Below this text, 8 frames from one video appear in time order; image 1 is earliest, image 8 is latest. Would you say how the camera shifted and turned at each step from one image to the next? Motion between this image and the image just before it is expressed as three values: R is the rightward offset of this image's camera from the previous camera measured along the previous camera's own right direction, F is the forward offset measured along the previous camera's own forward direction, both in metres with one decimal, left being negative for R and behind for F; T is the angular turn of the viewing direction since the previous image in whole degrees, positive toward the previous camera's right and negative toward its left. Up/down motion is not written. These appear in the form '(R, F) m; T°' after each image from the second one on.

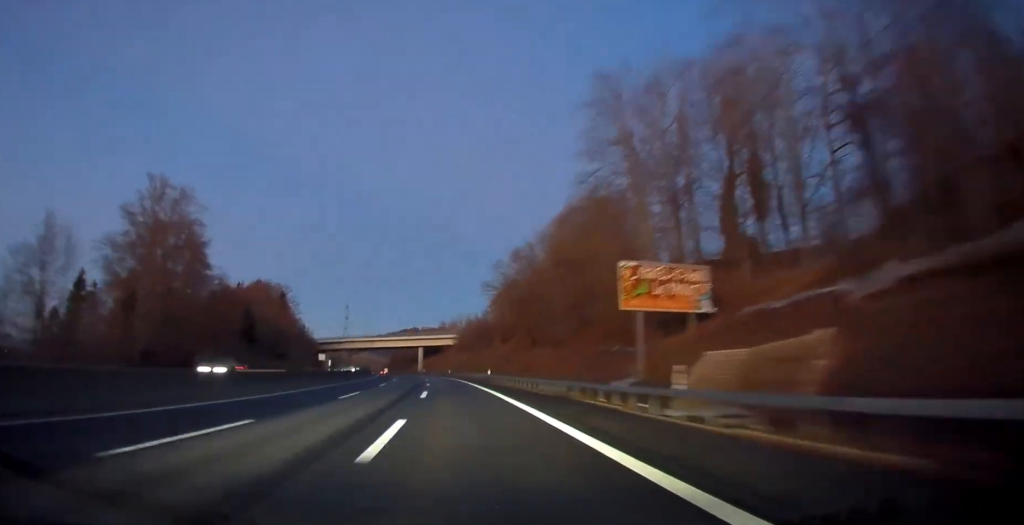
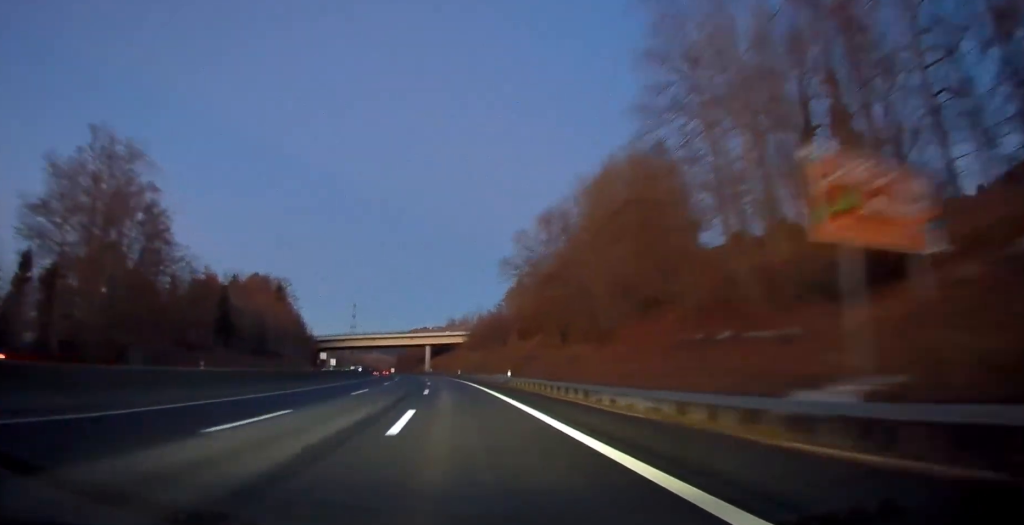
(-0.1, +15.1) m; -1°
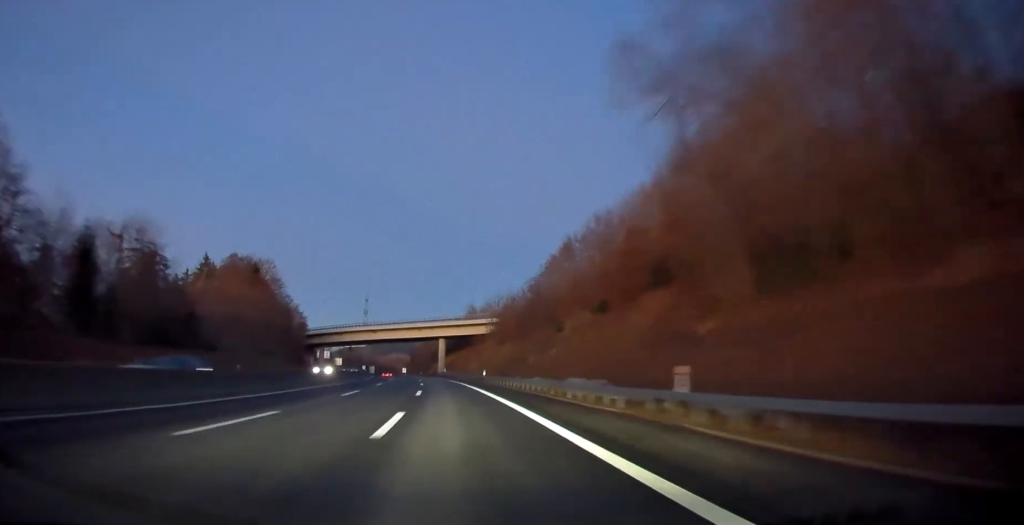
(-0.8, +36.7) m; -2°
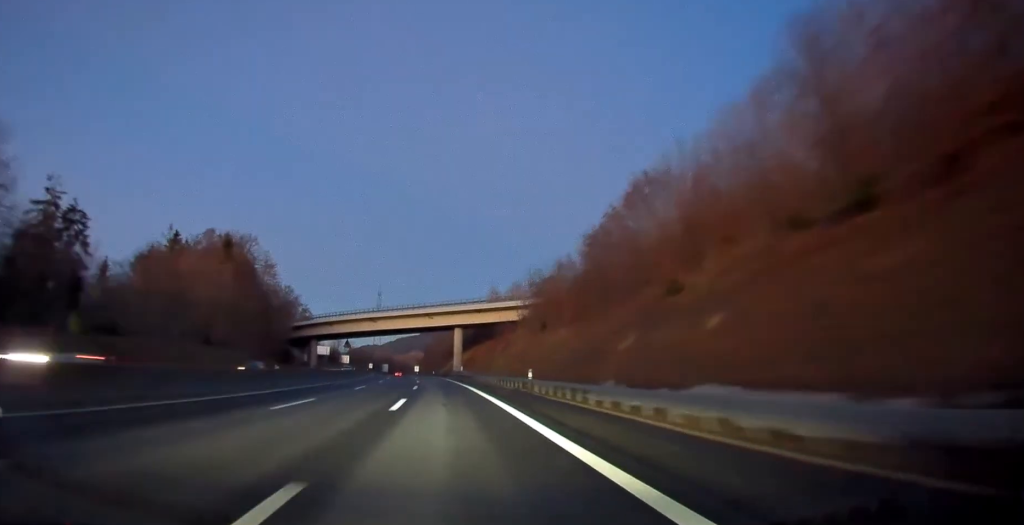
(-0.3, +29.1) m; -2°
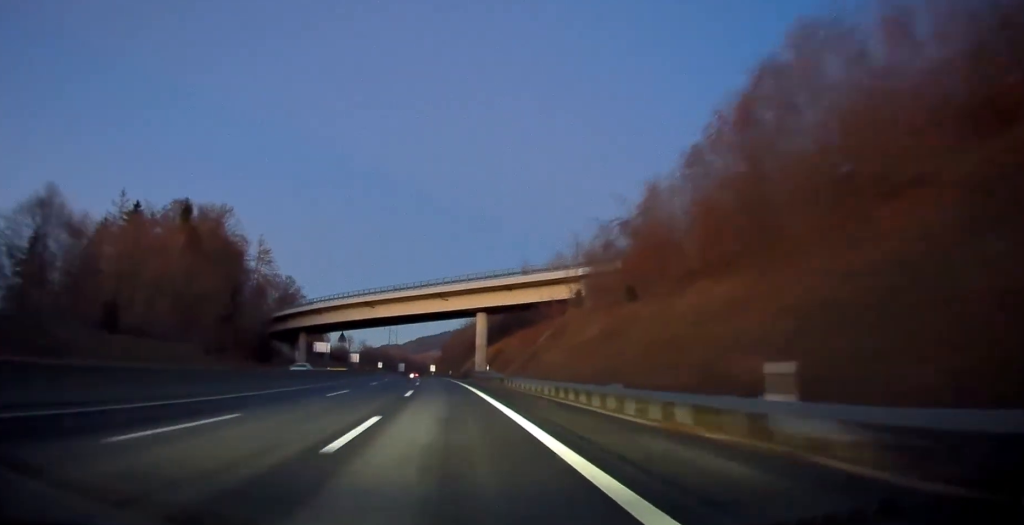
(-0.3, +25.9) m; -2°
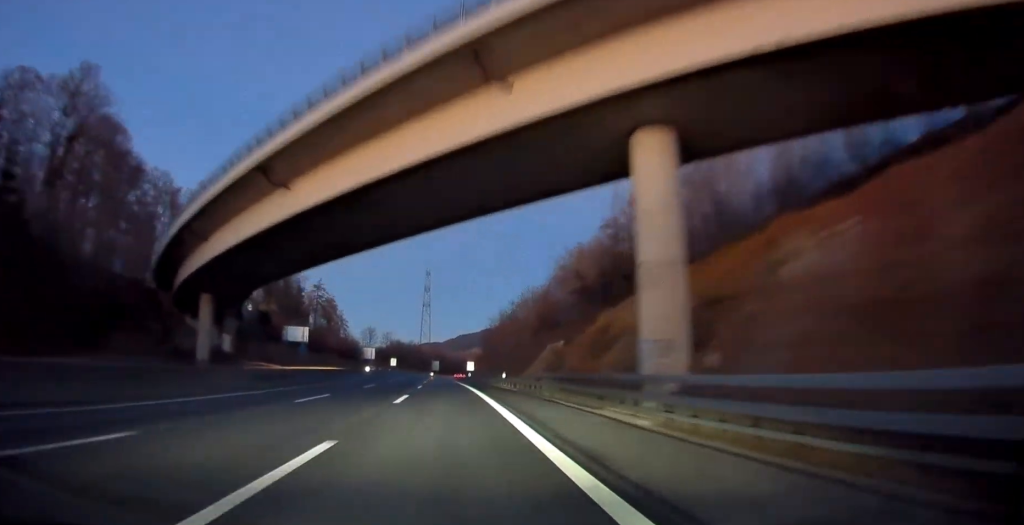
(-2.3, +59.3) m; -4°
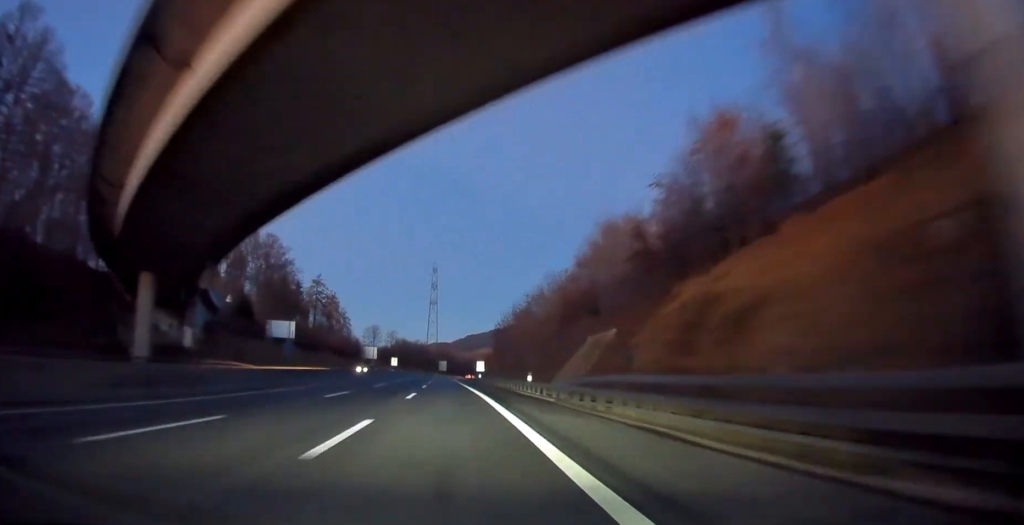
(-0.1, +13.0) m; -1°
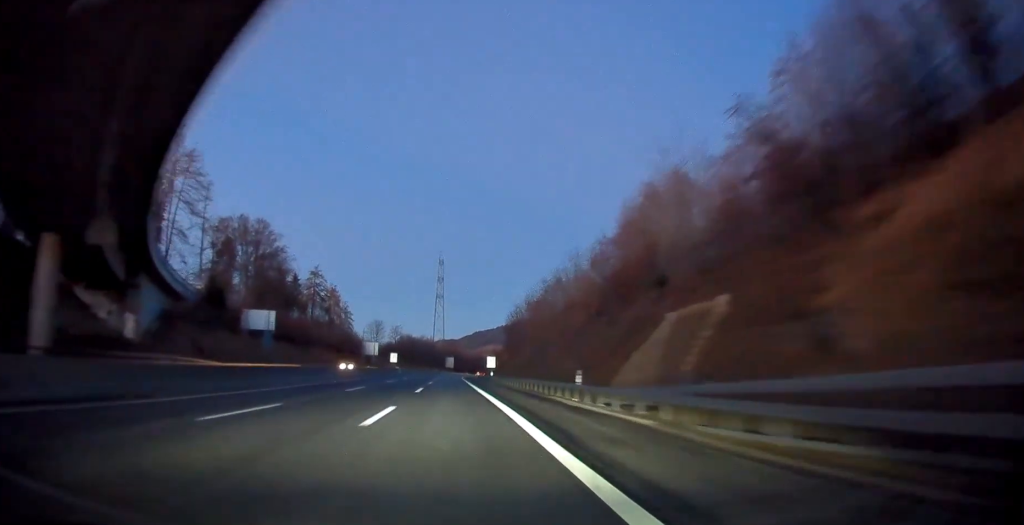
(-0.1, +14.1) m; -1°
